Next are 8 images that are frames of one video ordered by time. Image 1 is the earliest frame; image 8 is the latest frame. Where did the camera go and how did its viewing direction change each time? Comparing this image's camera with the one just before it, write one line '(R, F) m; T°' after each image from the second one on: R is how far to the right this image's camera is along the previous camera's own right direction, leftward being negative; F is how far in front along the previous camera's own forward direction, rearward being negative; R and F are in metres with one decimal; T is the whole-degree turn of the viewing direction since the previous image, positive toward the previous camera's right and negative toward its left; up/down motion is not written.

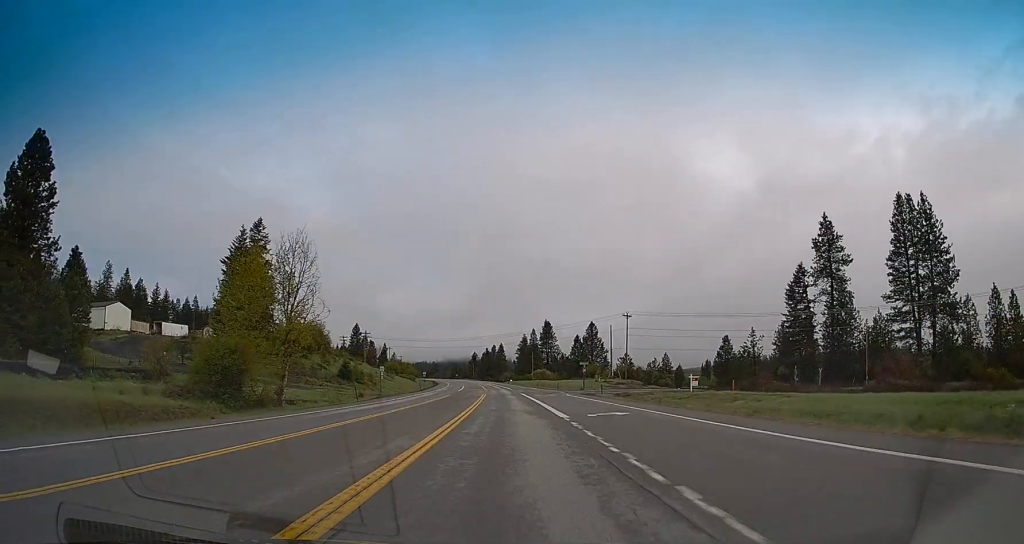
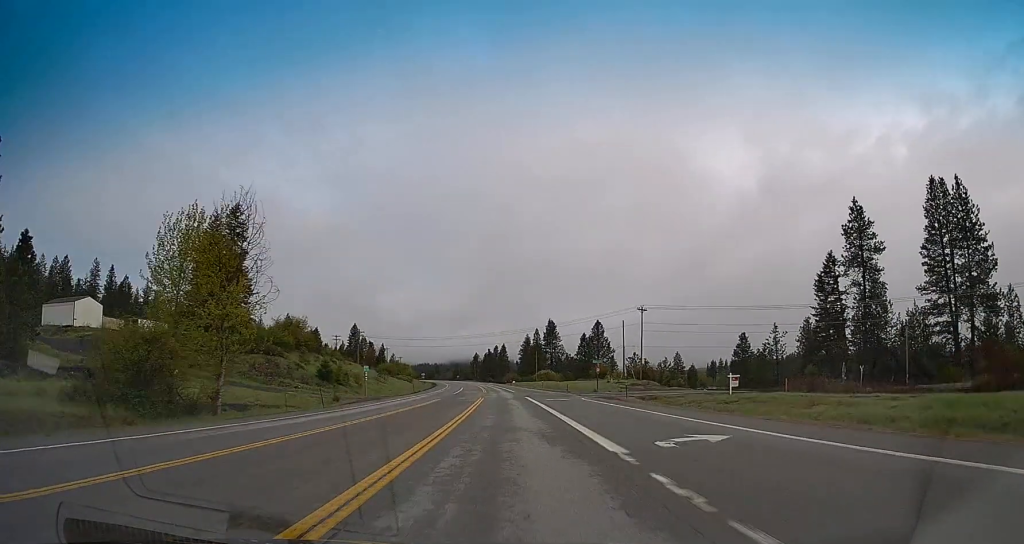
(0.0, +10.8) m; 0°
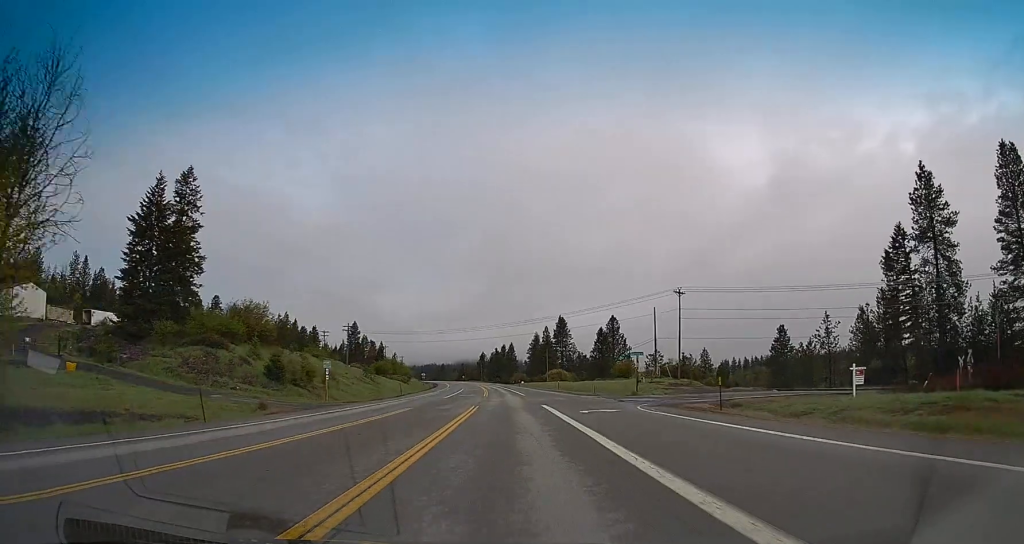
(0.0, +18.9) m; 0°
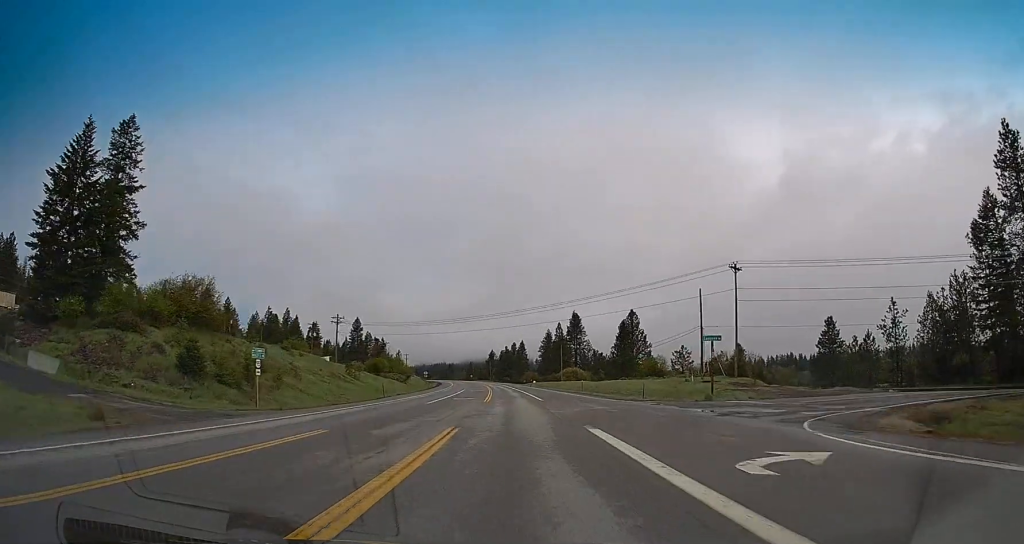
(+0.1, +18.0) m; 0°
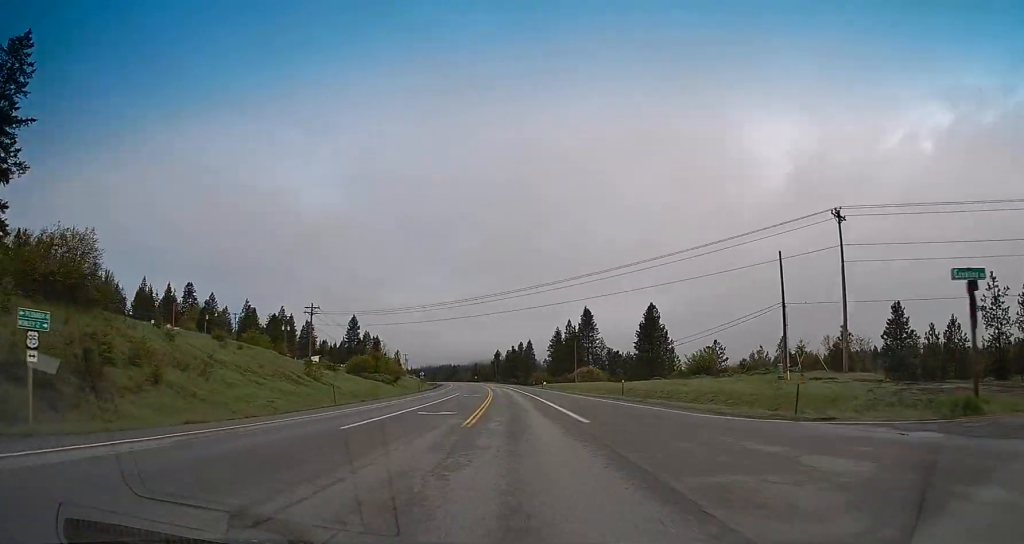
(-0.1, +21.7) m; -1°
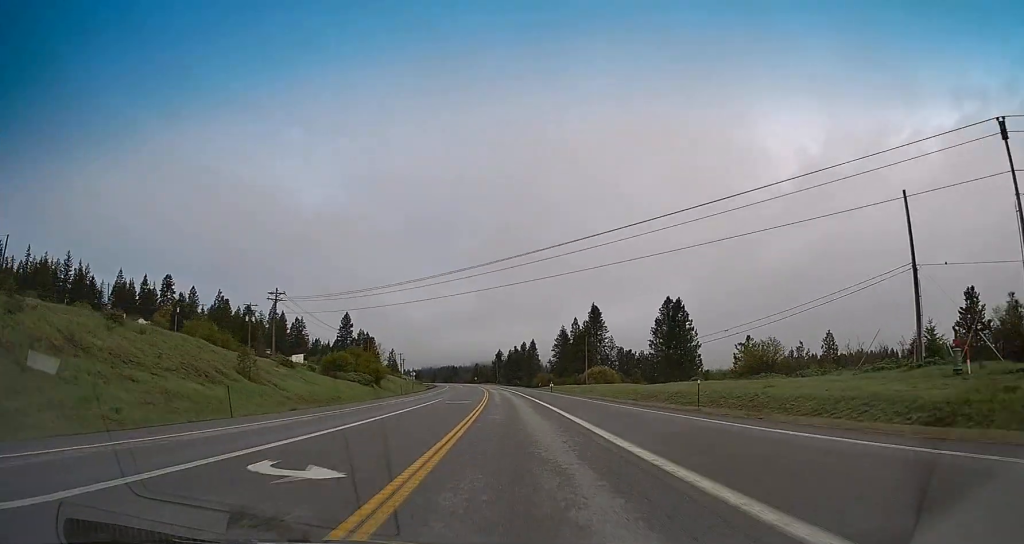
(-0.2, +19.0) m; -1°
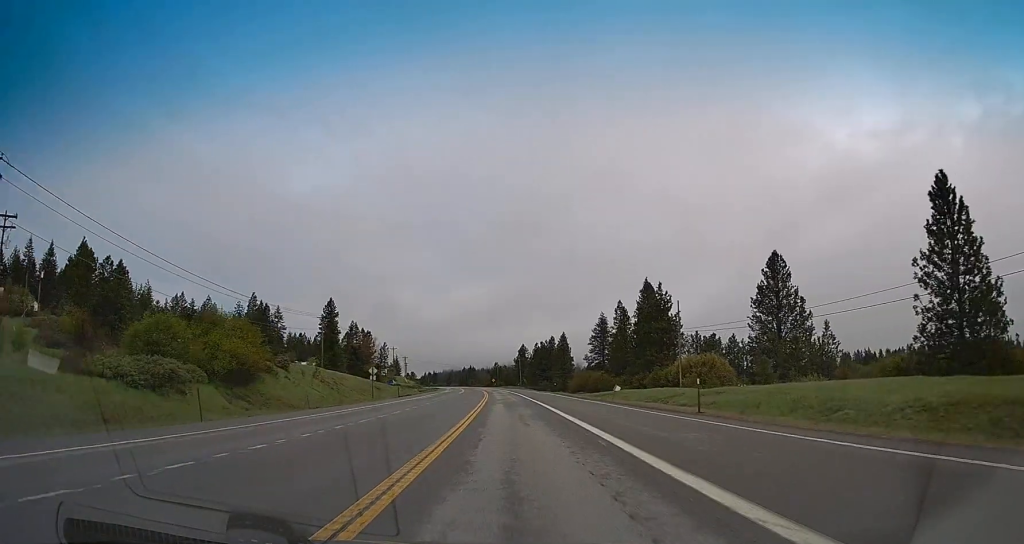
(-1.1, +64.2) m; -2°
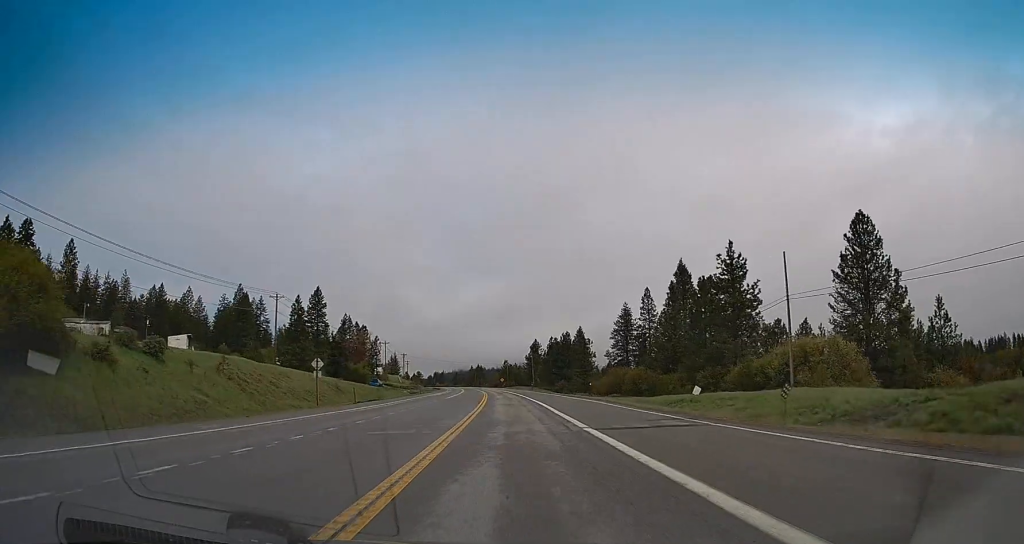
(0.0, +29.6) m; -1°
